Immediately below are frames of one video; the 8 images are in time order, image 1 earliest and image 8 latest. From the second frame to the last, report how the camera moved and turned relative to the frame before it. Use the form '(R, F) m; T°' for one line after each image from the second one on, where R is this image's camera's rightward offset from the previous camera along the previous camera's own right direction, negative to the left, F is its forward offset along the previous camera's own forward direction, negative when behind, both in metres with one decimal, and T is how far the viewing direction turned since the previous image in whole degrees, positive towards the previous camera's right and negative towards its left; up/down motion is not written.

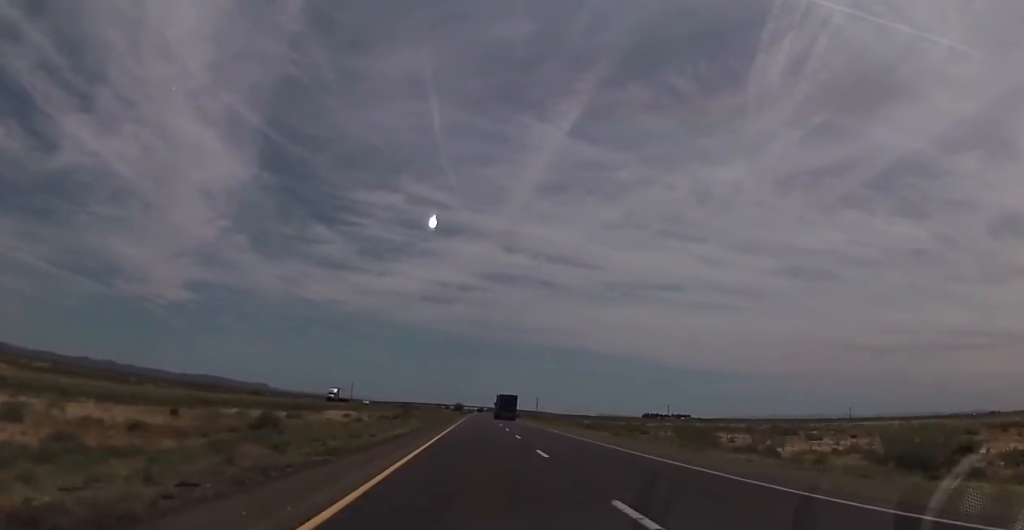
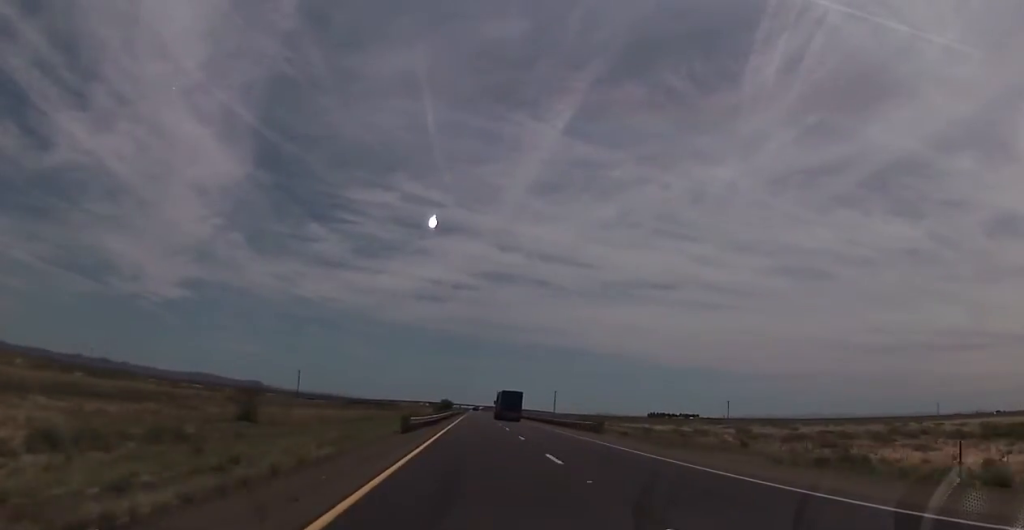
(+1.1, +101.1) m; +1°
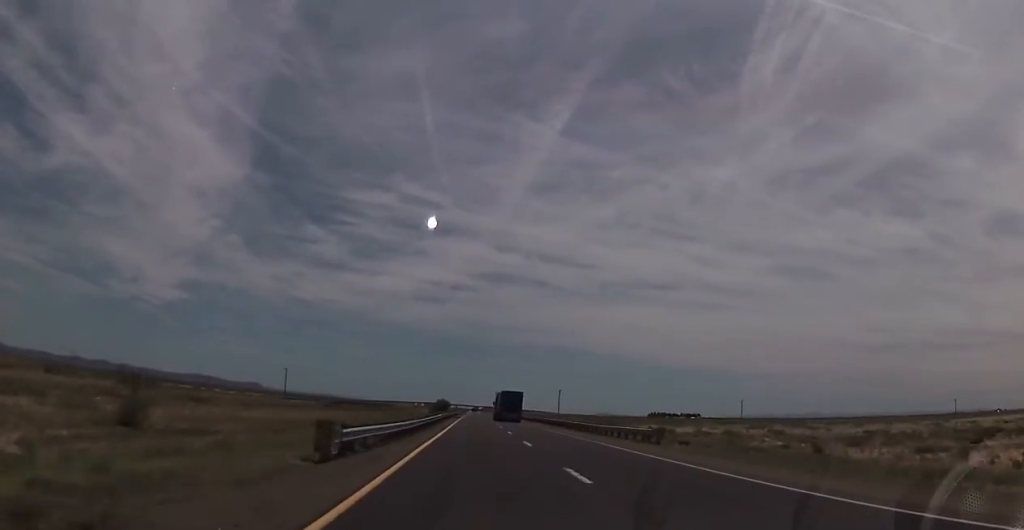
(-0.2, +16.7) m; 0°
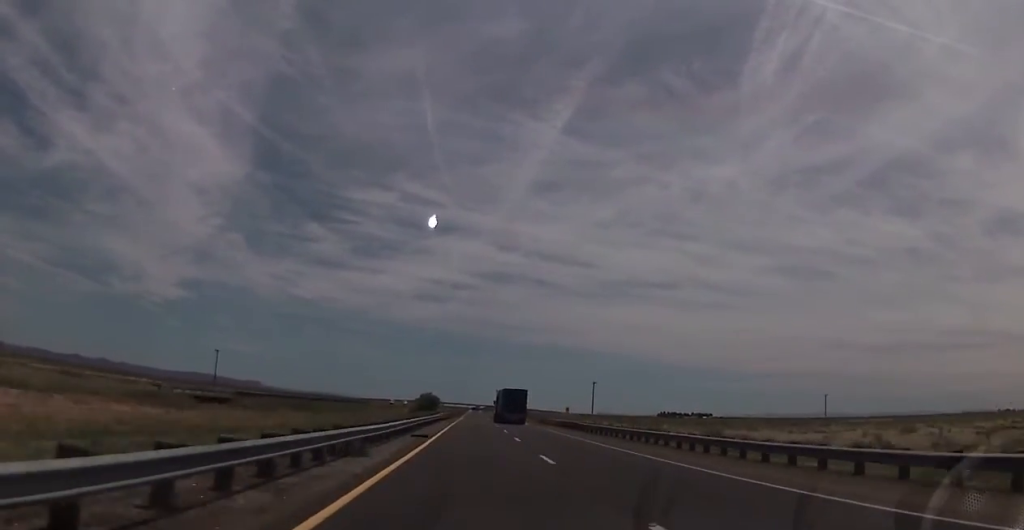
(+0.6, +69.1) m; +1°
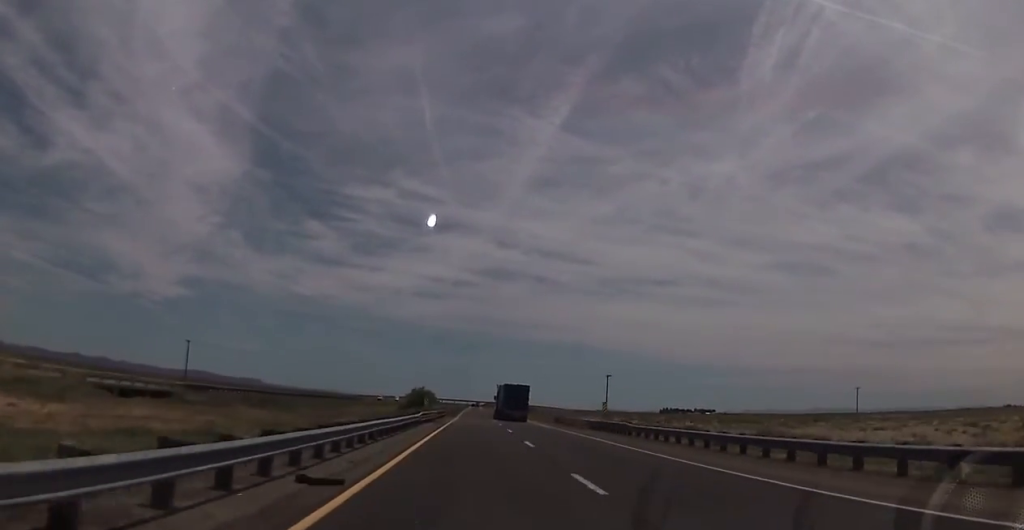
(0.0, +19.0) m; 0°
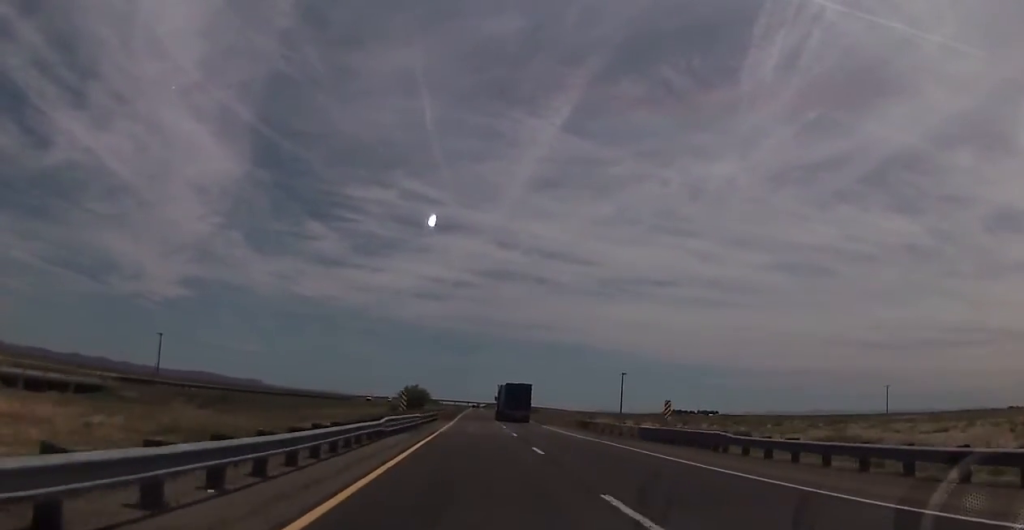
(-0.2, +15.4) m; 0°
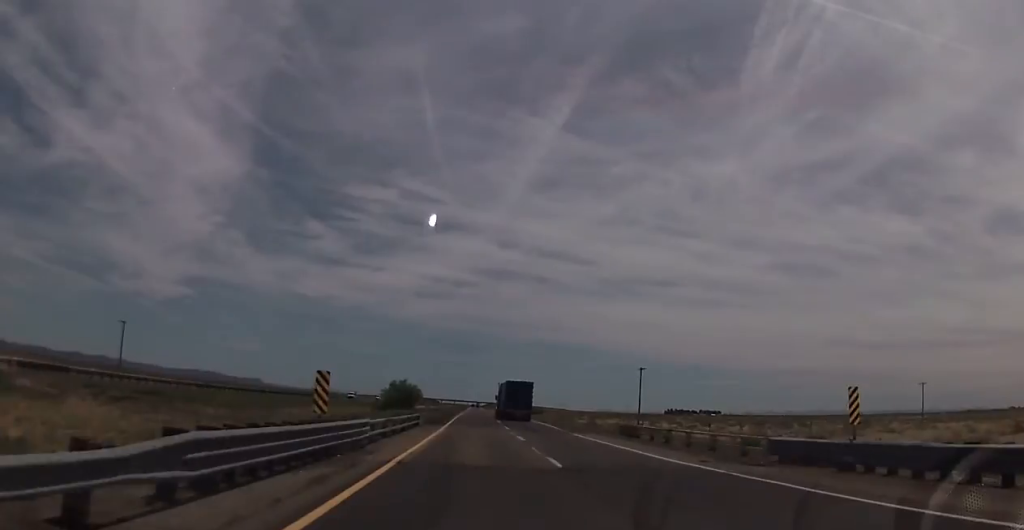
(-0.1, +16.6) m; 0°
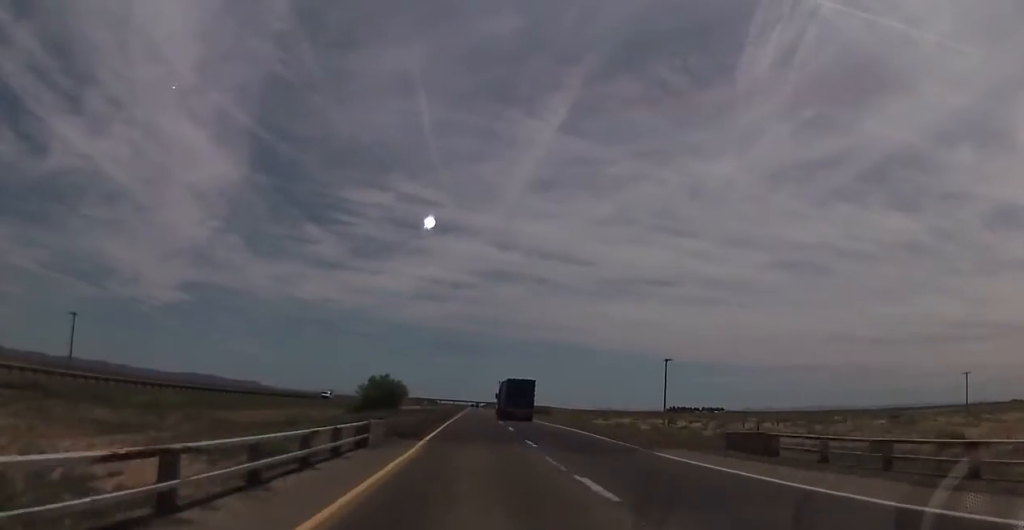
(0.0, +17.8) m; 0°
